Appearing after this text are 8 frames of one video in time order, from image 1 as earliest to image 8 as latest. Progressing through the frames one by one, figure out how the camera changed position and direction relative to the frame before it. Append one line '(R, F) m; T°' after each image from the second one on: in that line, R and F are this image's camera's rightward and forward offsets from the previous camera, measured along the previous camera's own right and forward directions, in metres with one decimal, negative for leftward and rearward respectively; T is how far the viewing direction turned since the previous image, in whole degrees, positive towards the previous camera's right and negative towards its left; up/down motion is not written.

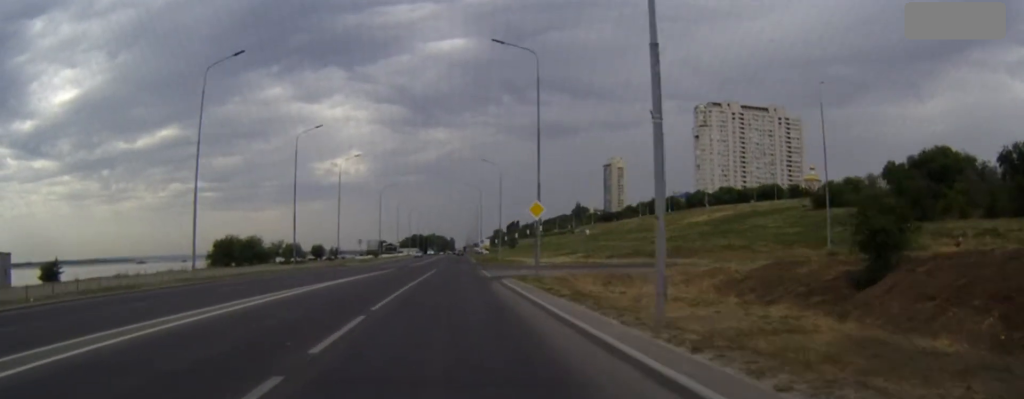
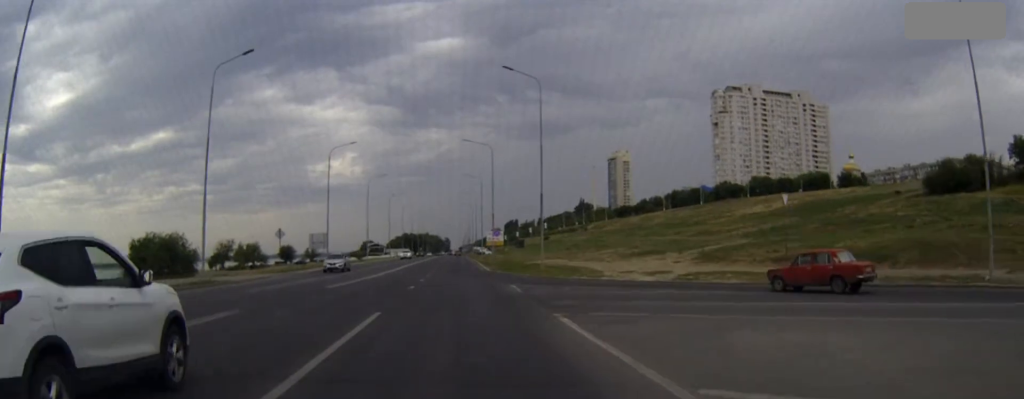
(+0.2, +47.9) m; 0°
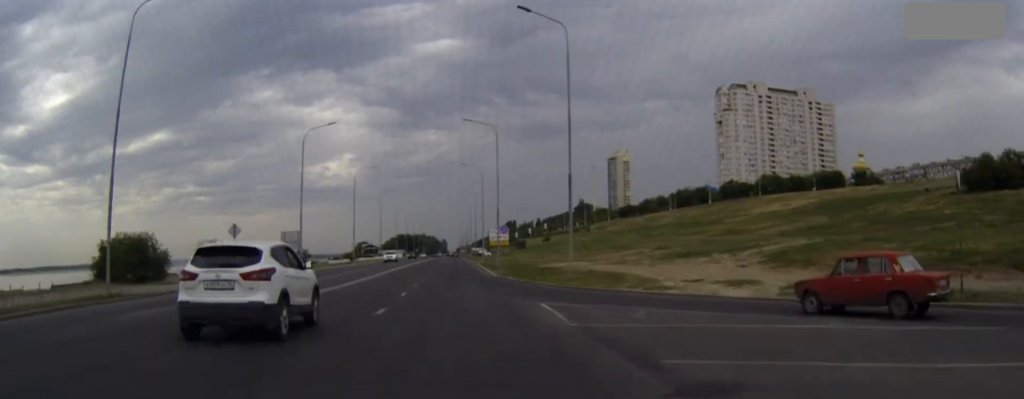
(0.0, +12.4) m; 0°
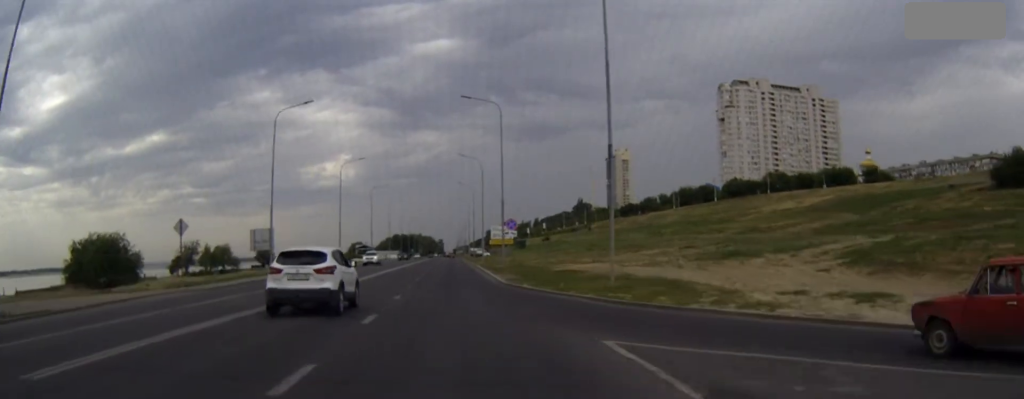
(0.0, +9.6) m; 0°
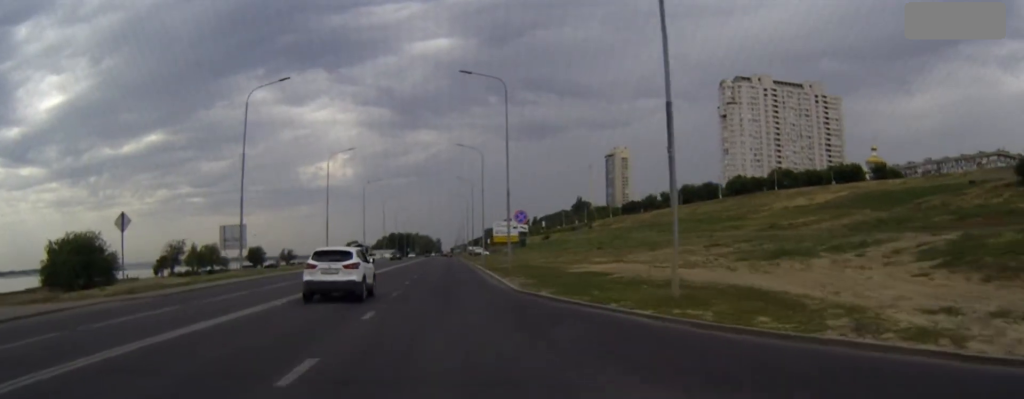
(0.0, +7.4) m; 0°
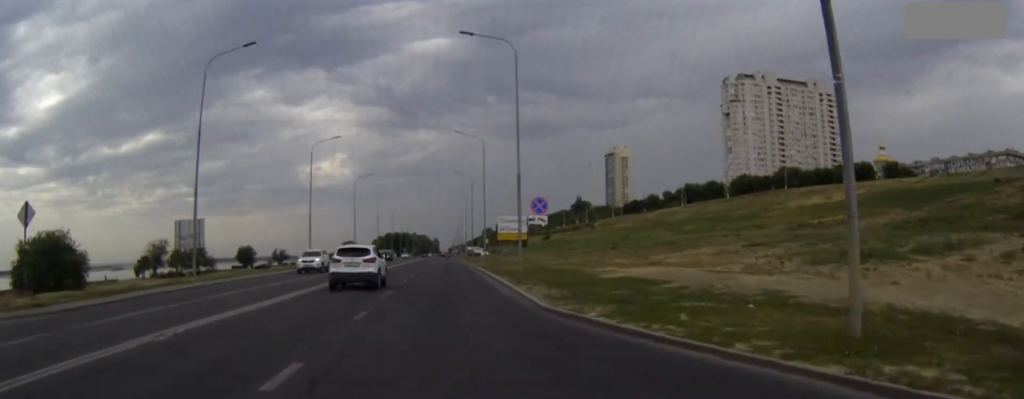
(0.0, +8.5) m; 0°
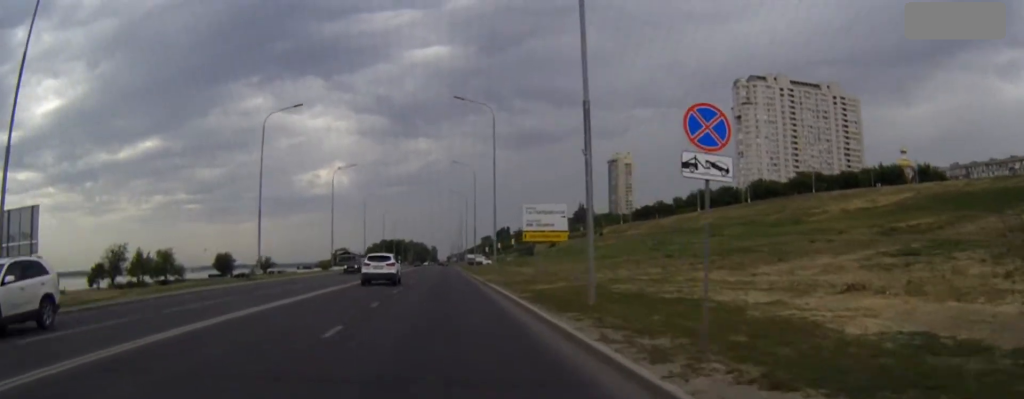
(+0.1, +18.8) m; 0°
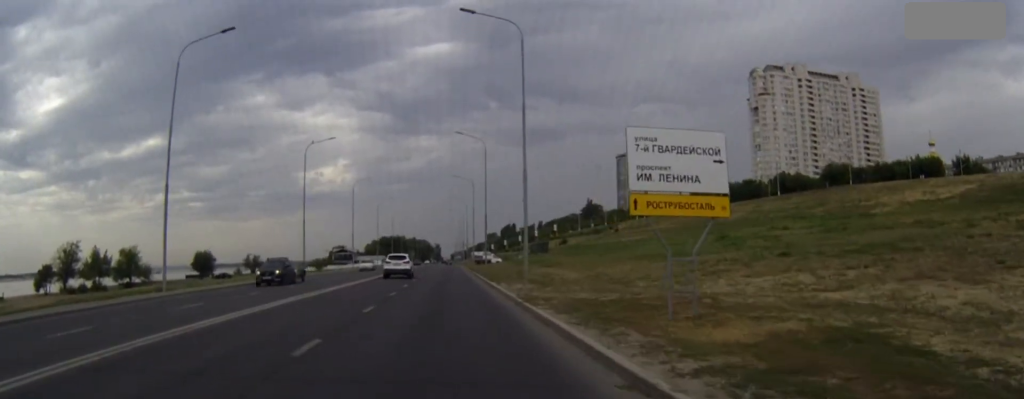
(-0.1, +19.0) m; 0°
